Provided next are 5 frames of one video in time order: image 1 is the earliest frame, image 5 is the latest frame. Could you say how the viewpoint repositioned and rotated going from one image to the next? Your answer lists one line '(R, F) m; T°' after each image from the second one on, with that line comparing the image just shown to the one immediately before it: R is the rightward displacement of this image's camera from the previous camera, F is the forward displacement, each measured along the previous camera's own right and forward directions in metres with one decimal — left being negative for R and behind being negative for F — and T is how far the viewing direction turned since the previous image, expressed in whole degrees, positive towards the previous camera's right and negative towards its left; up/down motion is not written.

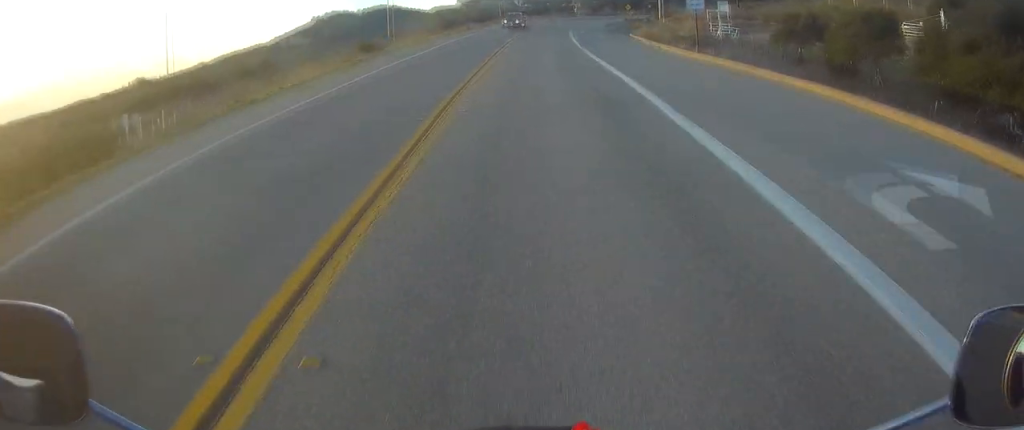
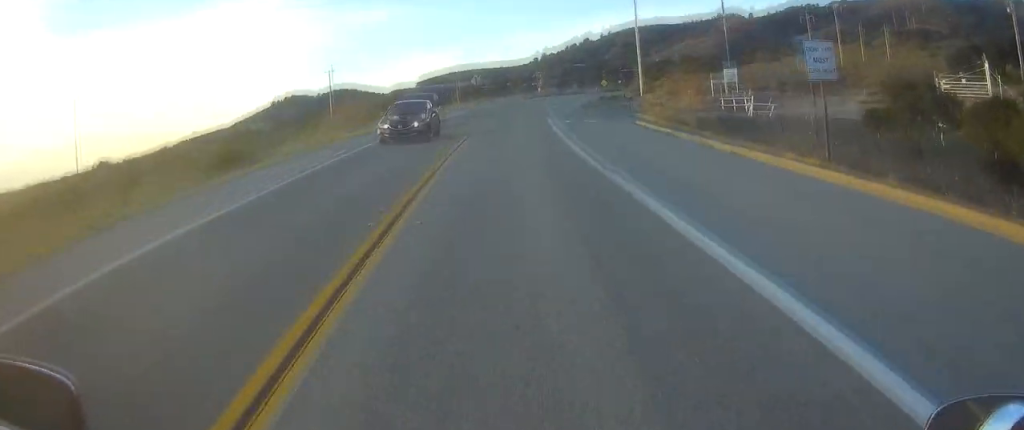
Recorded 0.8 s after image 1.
(+0.5, +16.6) m; +2°
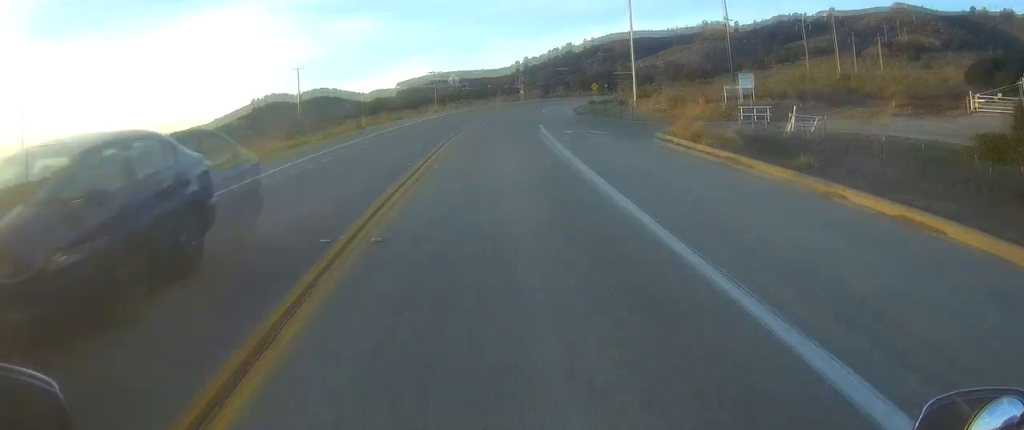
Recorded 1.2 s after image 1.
(0.0, +9.6) m; 0°
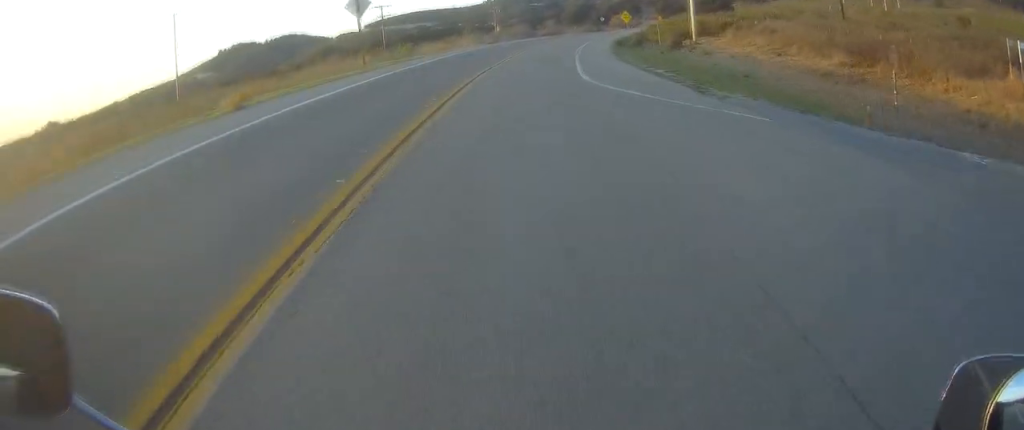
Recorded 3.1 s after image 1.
(+0.3, +40.0) m; +3°
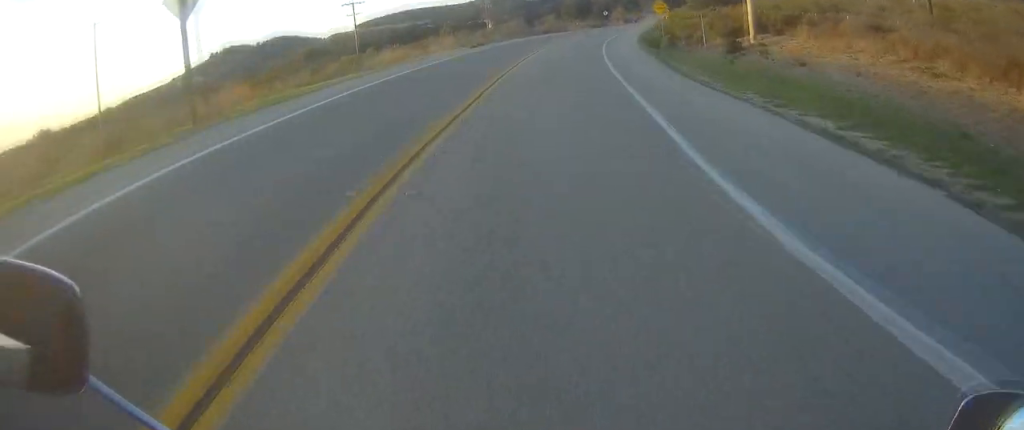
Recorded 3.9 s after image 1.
(+0.3, +16.2) m; +3°
